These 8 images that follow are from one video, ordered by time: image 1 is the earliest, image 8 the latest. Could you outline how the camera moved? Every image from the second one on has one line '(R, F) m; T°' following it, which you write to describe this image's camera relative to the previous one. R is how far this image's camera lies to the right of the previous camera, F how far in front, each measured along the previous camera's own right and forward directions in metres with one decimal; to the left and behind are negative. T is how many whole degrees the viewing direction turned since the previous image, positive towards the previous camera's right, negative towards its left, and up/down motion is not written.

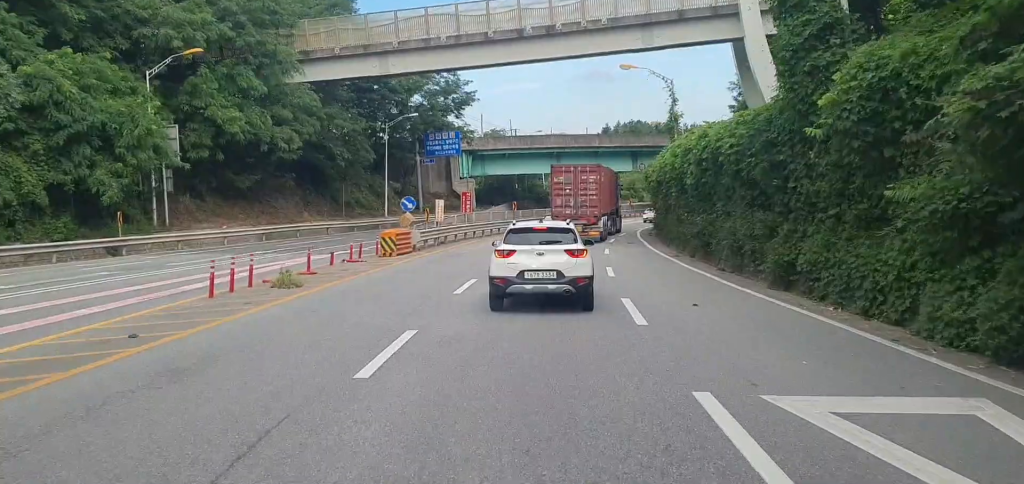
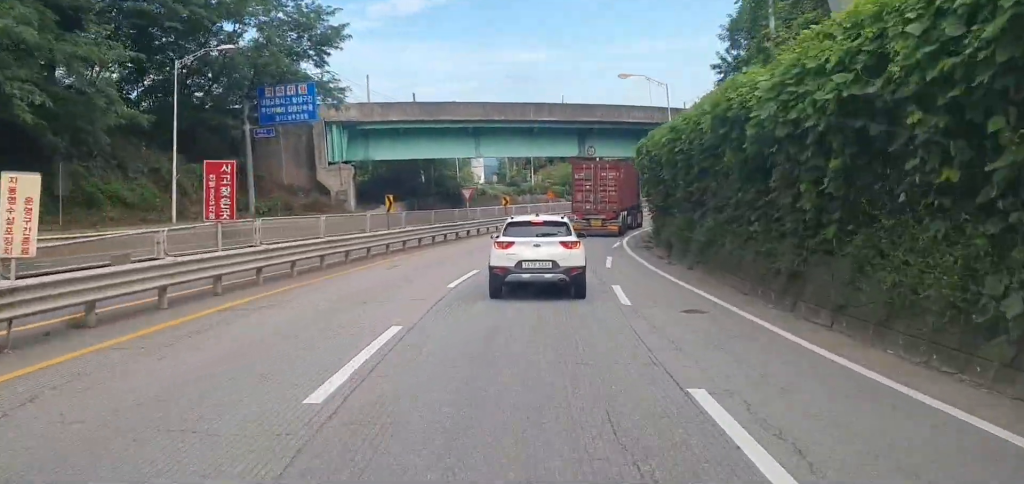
(+2.0, +26.4) m; +6°
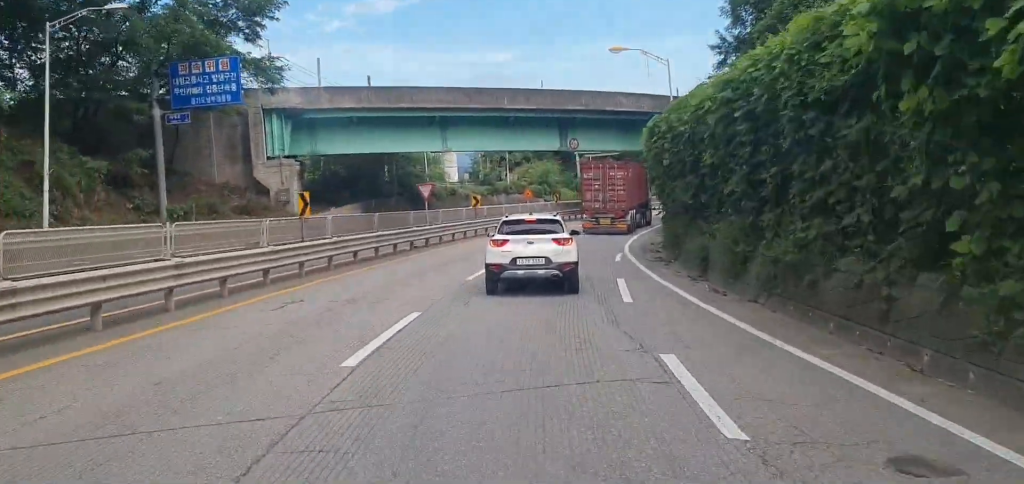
(0.0, +7.9) m; +1°
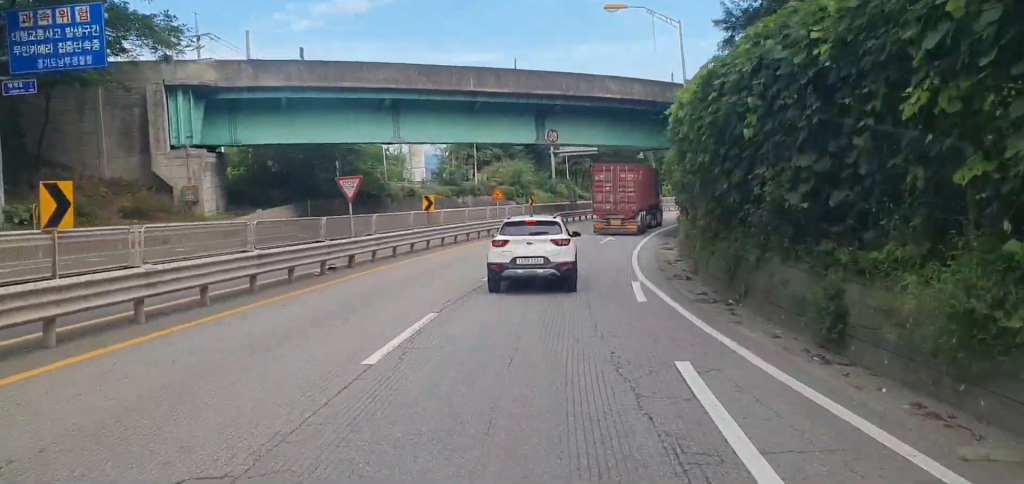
(0.0, +9.1) m; +2°
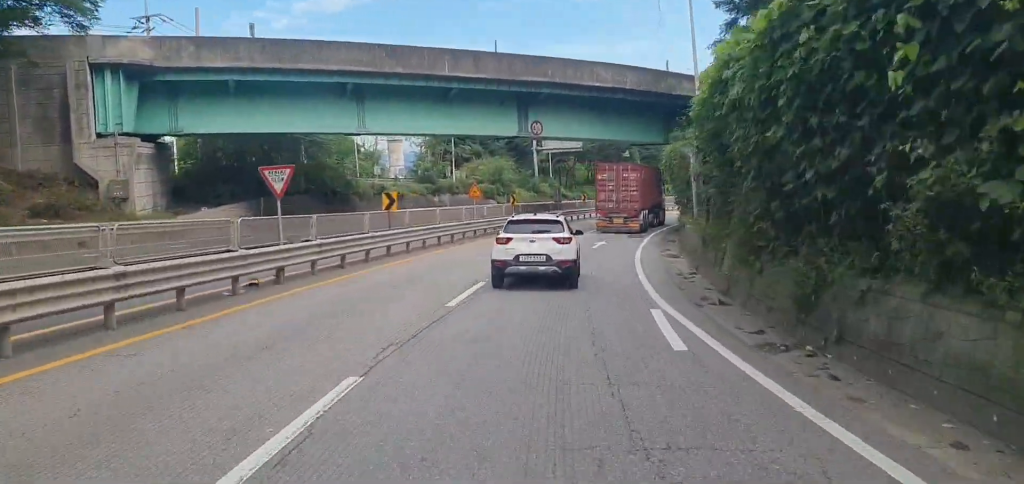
(+0.1, +4.8) m; +2°
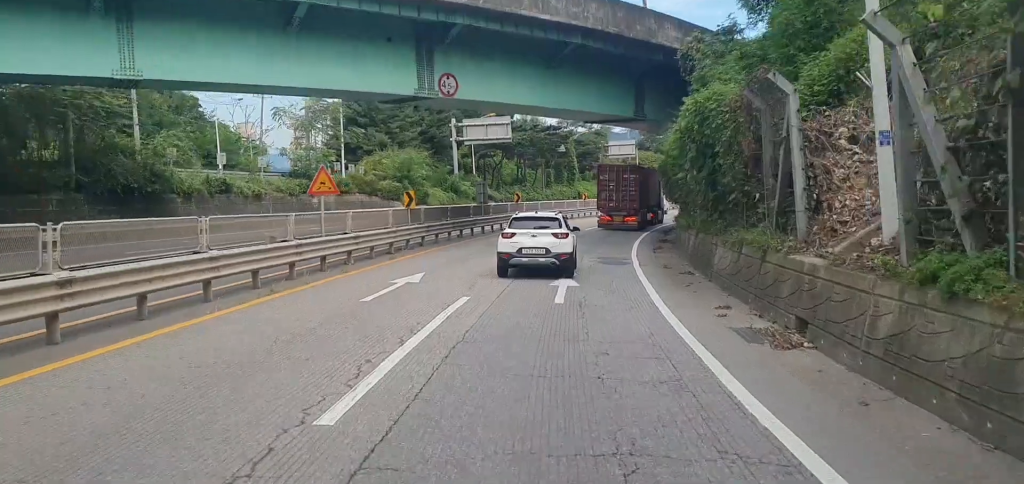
(+0.8, +16.8) m; +7°
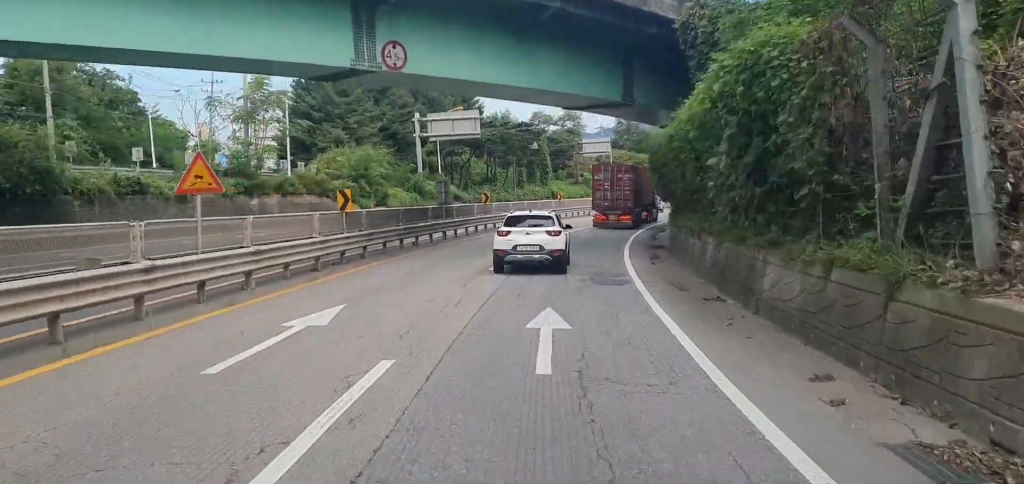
(+0.3, +5.7) m; +3°
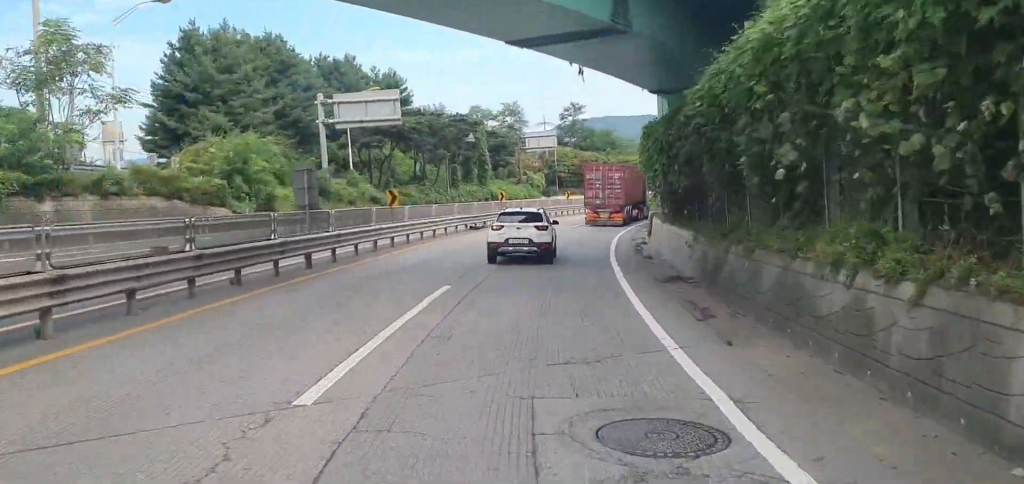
(+0.7, +13.4) m; +5°
